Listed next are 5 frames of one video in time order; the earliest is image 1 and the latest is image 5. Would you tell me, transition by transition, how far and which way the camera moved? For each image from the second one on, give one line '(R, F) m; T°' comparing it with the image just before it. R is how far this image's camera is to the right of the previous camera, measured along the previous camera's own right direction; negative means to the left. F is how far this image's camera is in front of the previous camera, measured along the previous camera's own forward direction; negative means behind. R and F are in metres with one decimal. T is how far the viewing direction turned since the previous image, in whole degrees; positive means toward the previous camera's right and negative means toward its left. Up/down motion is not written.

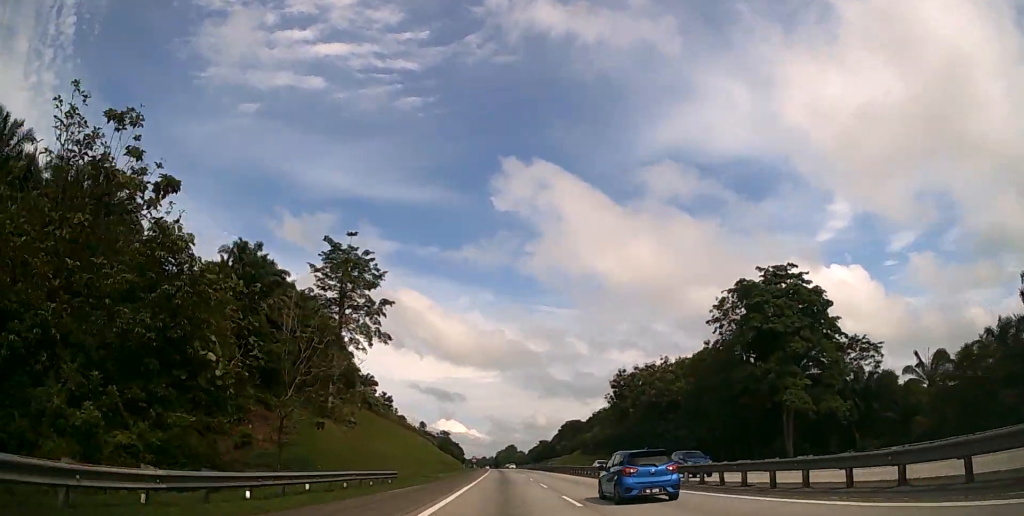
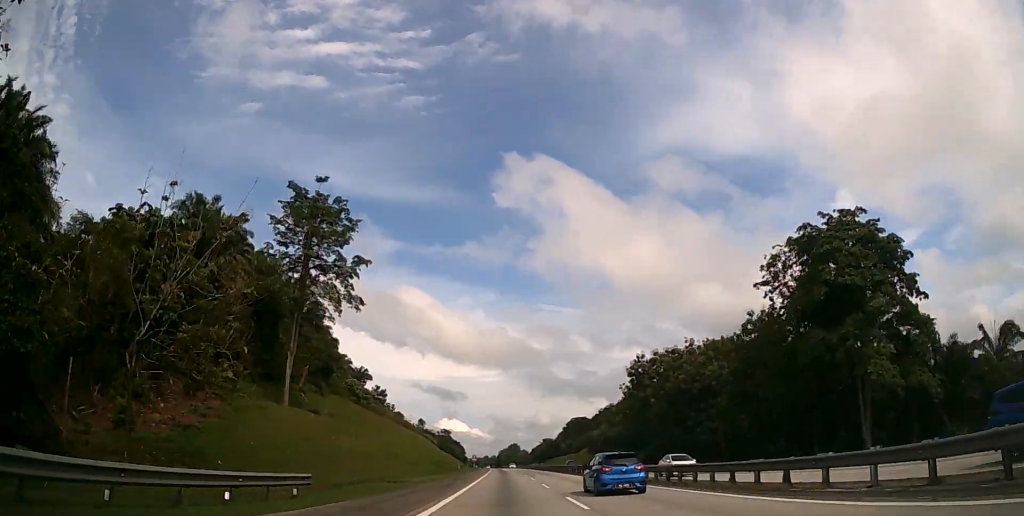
(0.0, +13.0) m; 0°
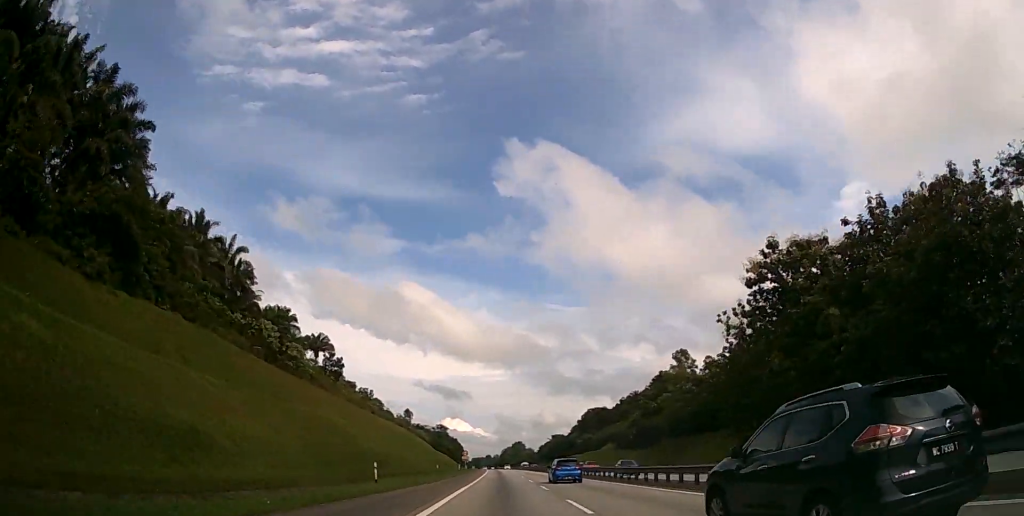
(-0.4, +48.8) m; -1°
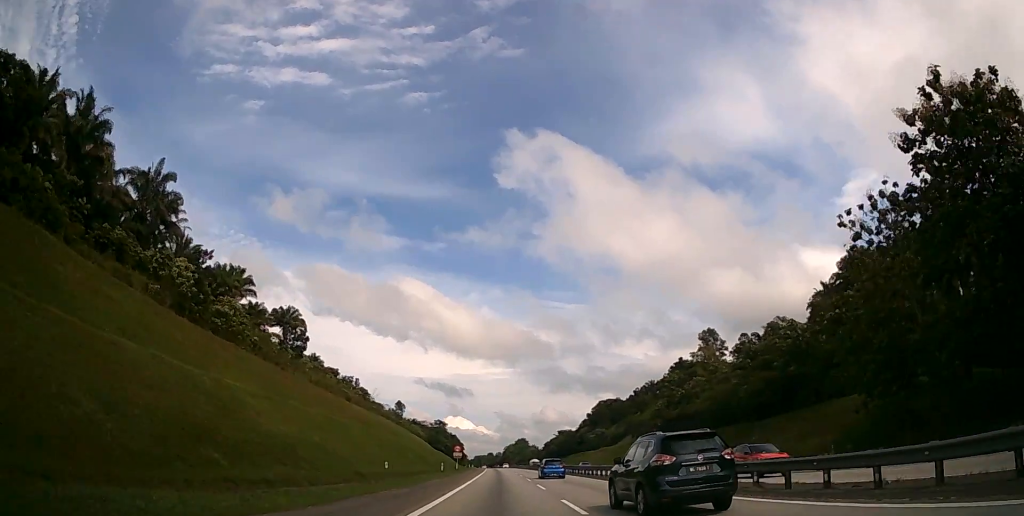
(0.0, +23.9) m; 0°
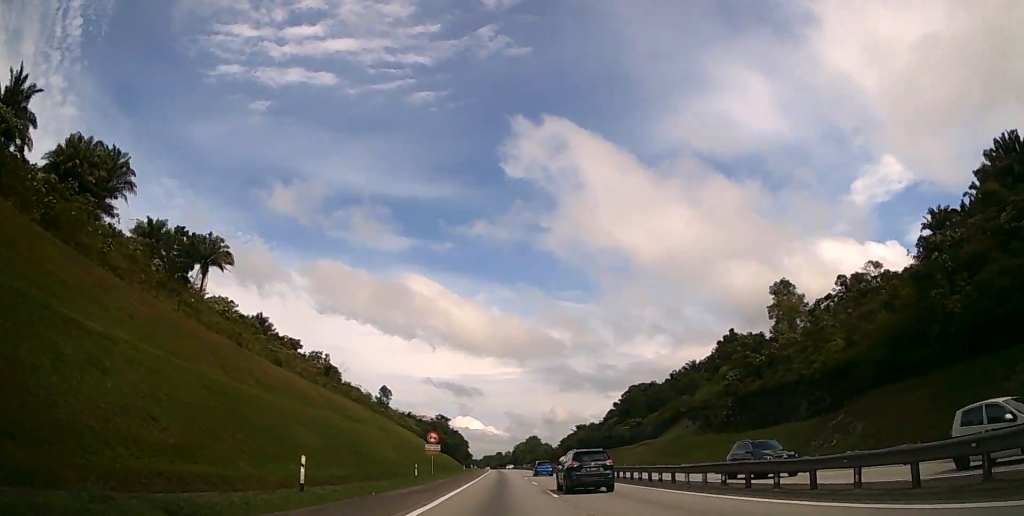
(-0.5, +41.4) m; -1°
